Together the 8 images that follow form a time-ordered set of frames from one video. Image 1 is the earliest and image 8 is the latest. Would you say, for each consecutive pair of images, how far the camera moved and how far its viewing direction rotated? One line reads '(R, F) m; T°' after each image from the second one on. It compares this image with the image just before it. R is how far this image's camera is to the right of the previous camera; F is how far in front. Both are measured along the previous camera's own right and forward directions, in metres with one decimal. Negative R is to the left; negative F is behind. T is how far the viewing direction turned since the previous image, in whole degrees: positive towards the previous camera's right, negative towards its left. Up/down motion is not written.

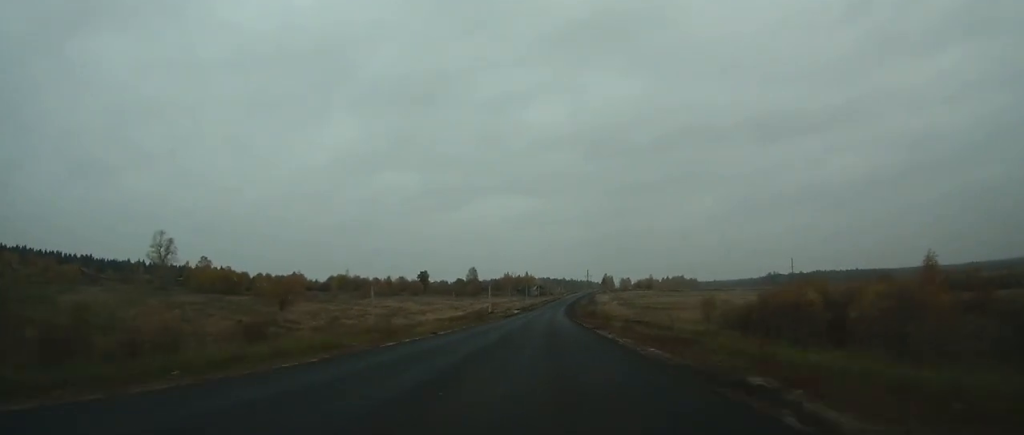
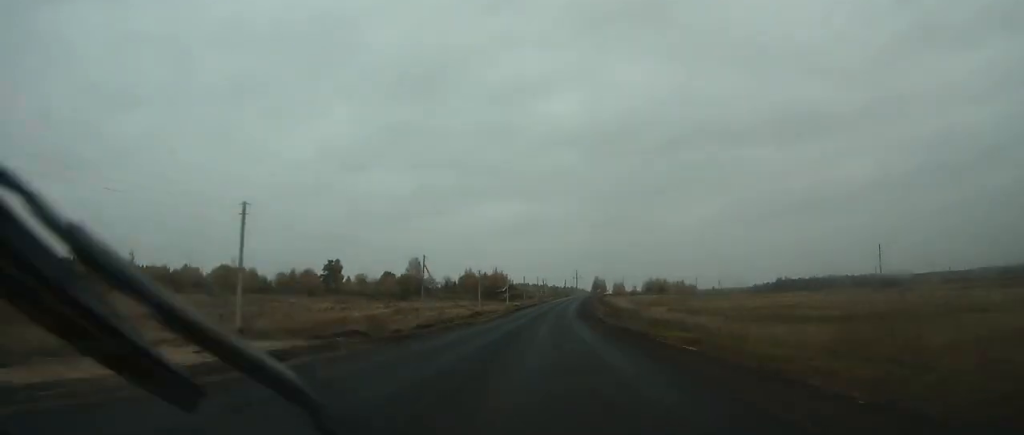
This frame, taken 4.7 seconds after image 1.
(+1.5, +118.6) m; +2°
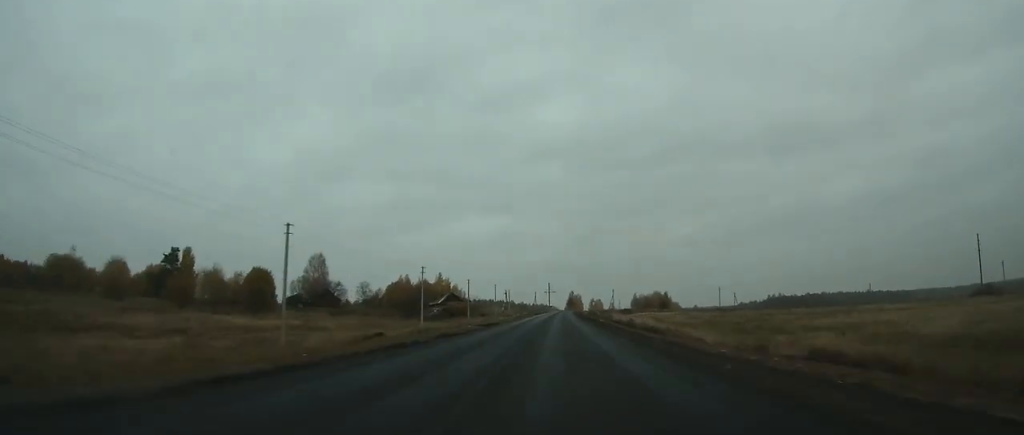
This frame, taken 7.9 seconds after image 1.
(+1.8, +87.4) m; +3°
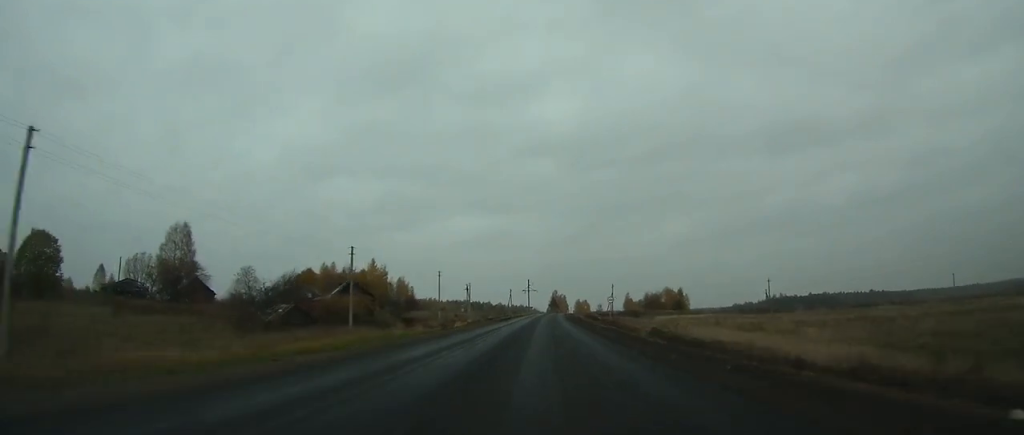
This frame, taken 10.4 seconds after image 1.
(+1.4, +64.4) m; +2°
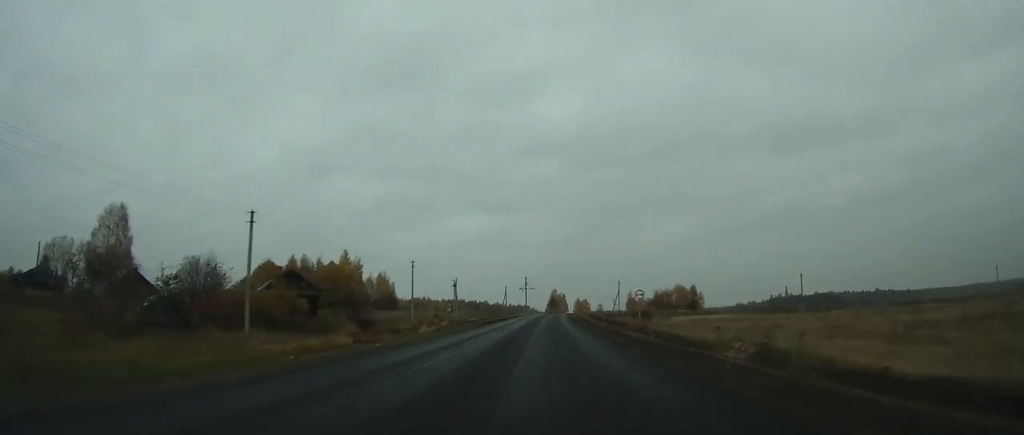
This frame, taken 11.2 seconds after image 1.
(+0.1, +19.7) m; 0°
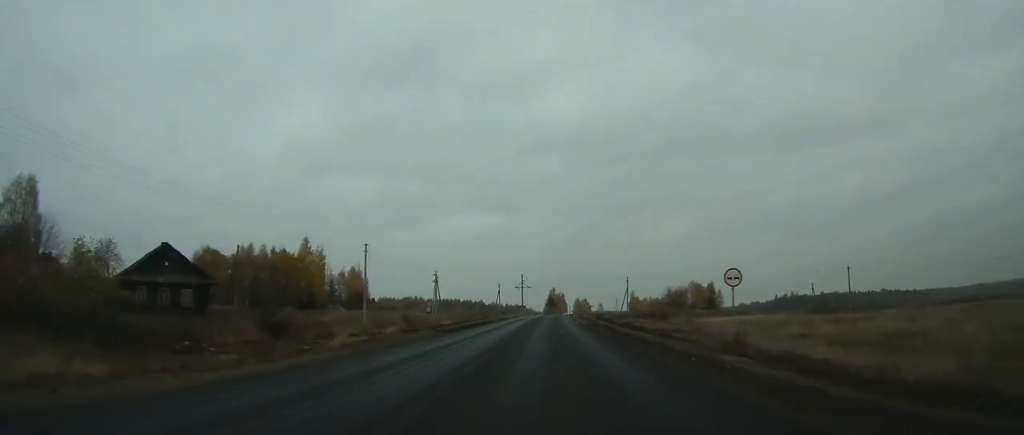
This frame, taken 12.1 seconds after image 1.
(0.0, +21.3) m; 0°
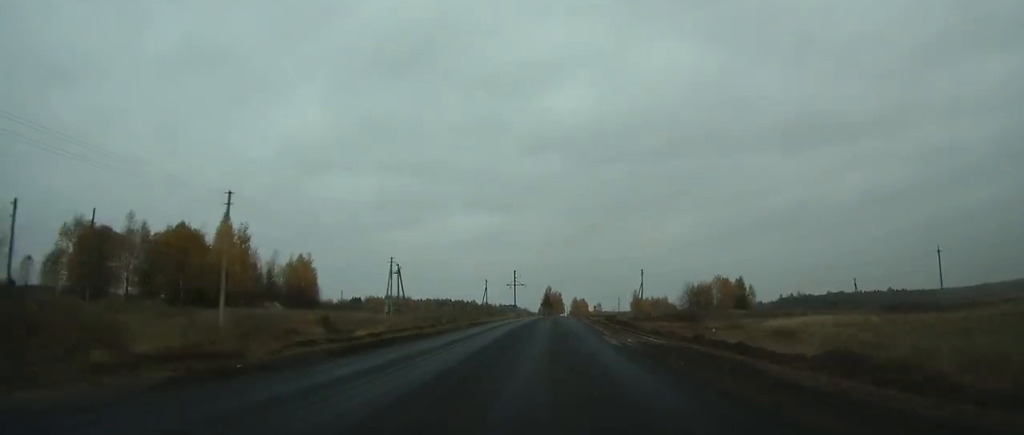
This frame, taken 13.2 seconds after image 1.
(+0.1, +27.3) m; 0°
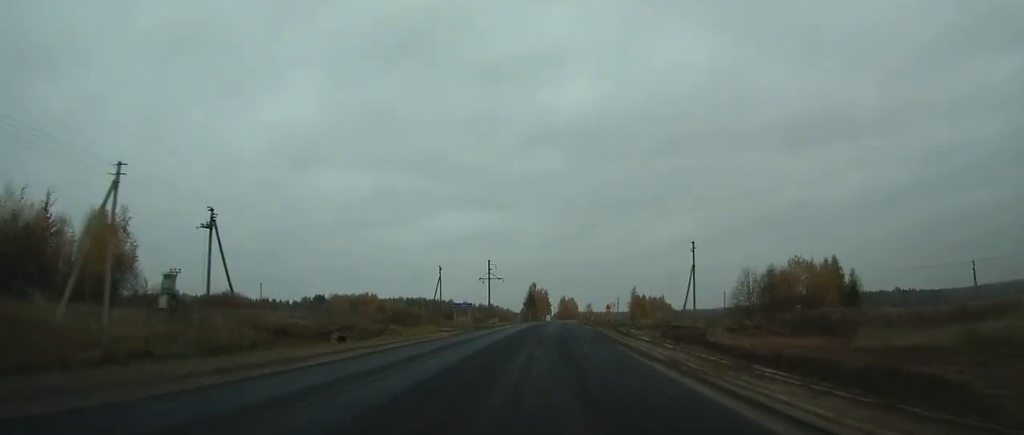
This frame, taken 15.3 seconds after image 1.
(+0.3, +52.8) m; +1°
